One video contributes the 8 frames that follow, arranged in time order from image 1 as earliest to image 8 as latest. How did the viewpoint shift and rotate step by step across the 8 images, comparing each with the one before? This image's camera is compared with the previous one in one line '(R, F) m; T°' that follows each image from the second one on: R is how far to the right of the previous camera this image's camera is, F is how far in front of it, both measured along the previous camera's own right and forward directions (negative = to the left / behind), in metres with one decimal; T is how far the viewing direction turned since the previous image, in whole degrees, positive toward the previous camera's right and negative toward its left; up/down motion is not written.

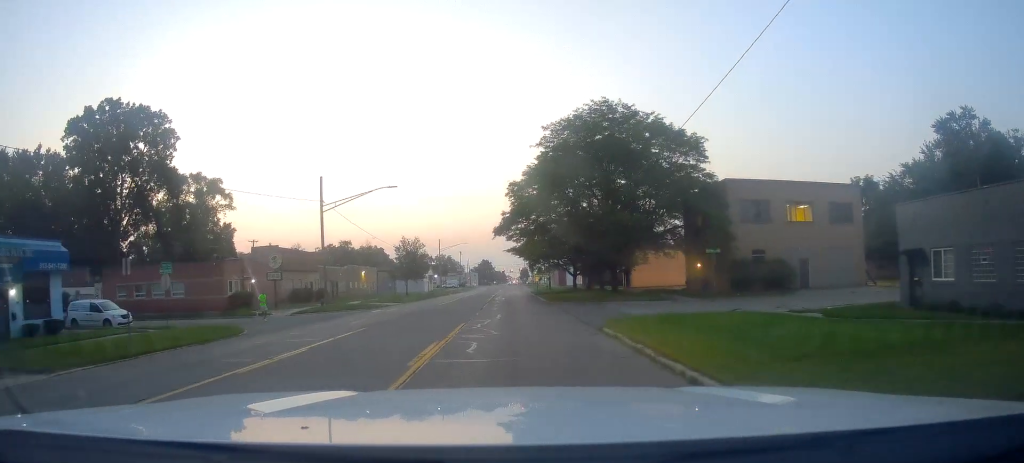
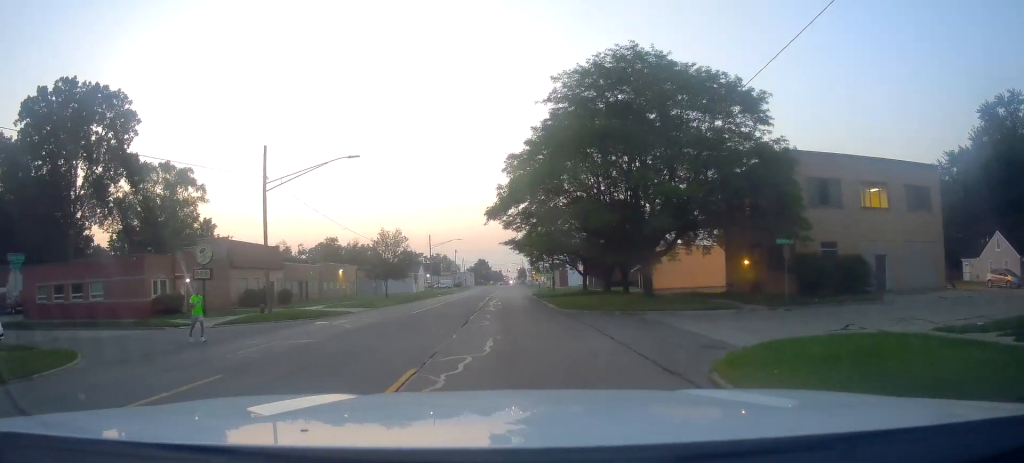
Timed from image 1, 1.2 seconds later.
(+0.5, +11.4) m; +3°
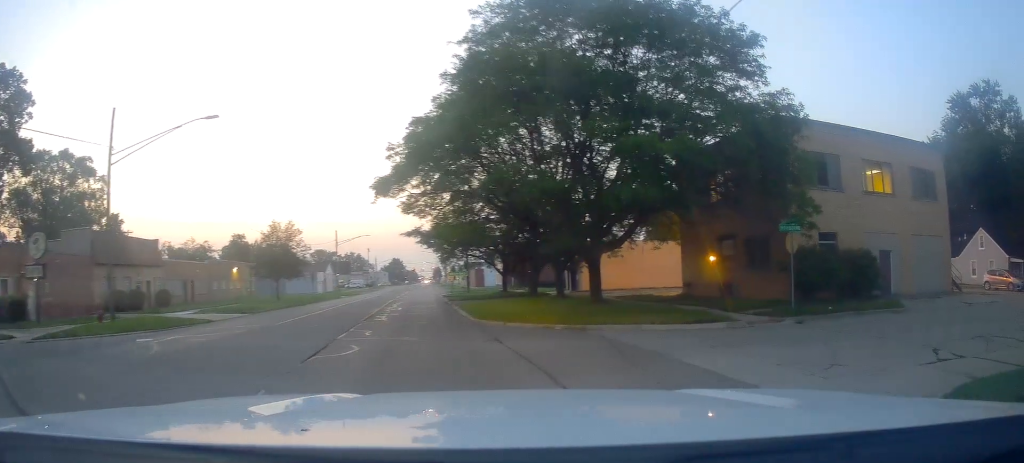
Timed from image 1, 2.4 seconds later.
(+0.1, +9.4) m; +7°
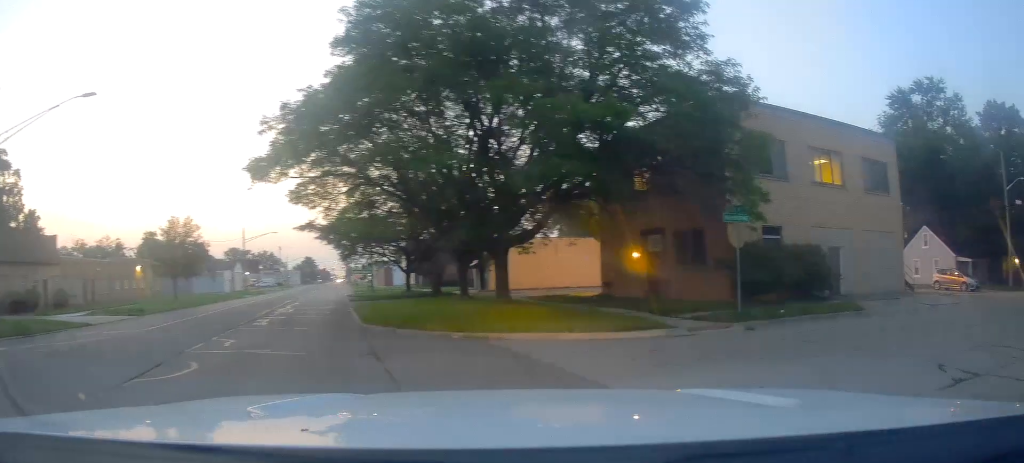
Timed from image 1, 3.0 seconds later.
(-0.1, +3.8) m; +8°
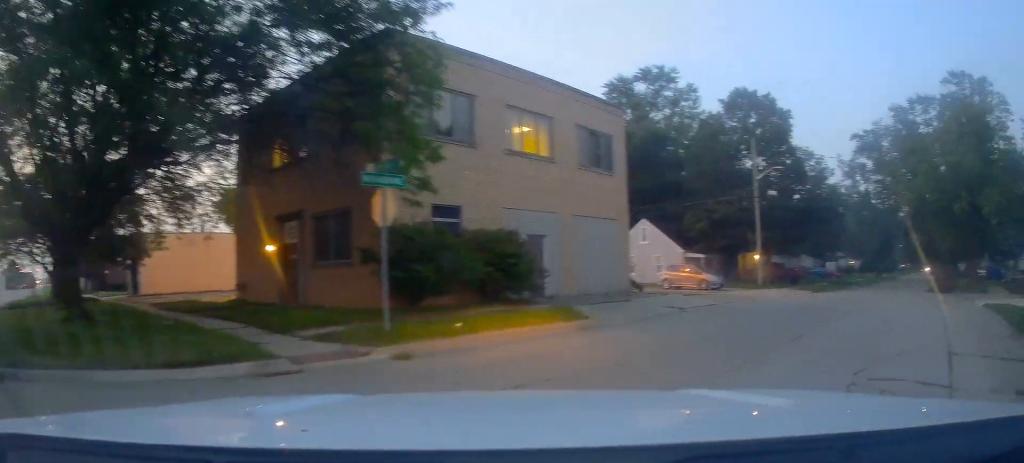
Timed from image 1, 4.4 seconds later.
(+1.9, +6.5) m; +34°
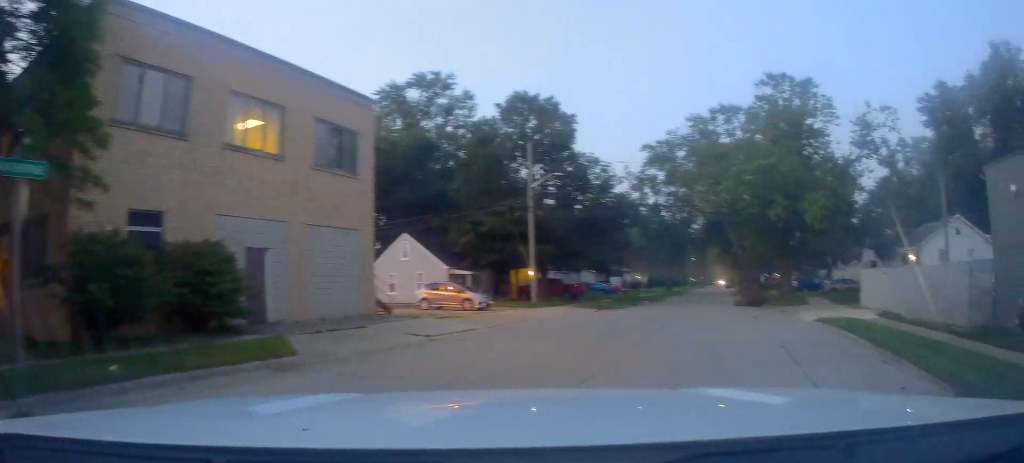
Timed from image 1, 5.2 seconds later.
(+0.7, +3.5) m; +24°
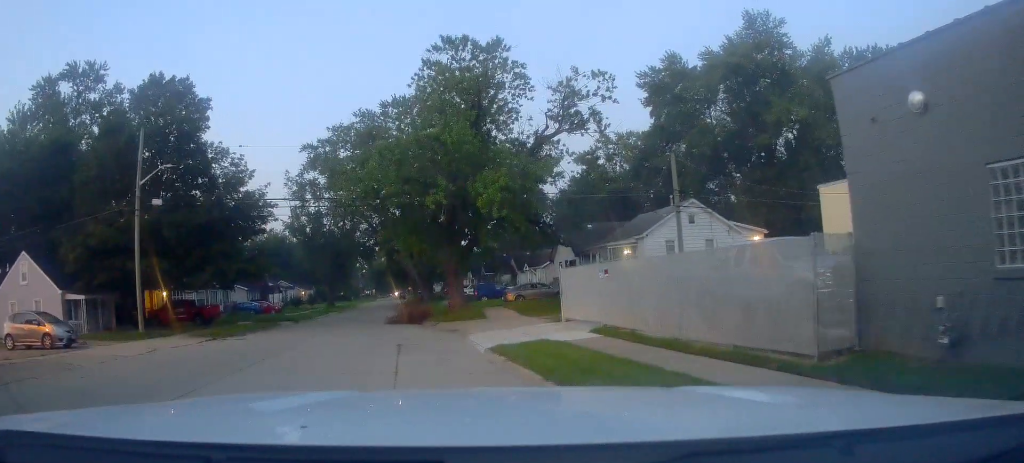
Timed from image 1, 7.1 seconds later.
(+3.2, +8.2) m; +33°
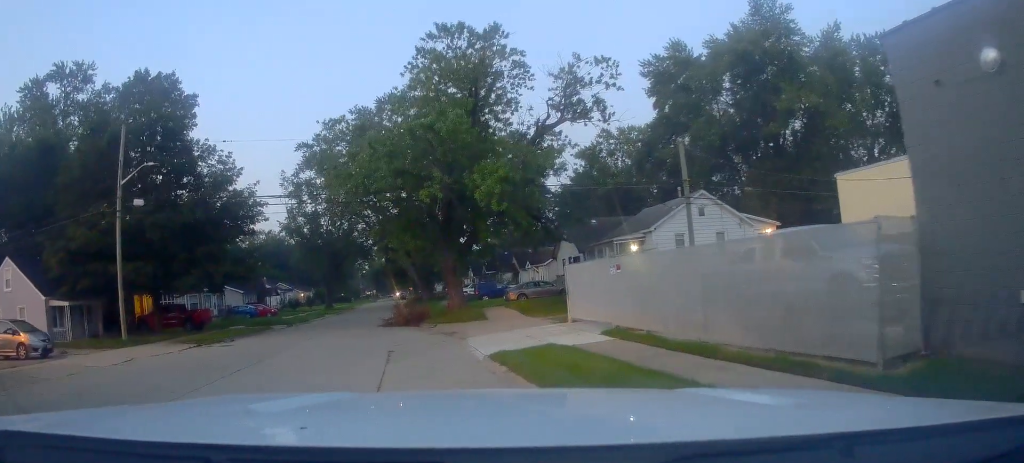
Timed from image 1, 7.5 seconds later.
(+0.3, +1.9) m; -1°
